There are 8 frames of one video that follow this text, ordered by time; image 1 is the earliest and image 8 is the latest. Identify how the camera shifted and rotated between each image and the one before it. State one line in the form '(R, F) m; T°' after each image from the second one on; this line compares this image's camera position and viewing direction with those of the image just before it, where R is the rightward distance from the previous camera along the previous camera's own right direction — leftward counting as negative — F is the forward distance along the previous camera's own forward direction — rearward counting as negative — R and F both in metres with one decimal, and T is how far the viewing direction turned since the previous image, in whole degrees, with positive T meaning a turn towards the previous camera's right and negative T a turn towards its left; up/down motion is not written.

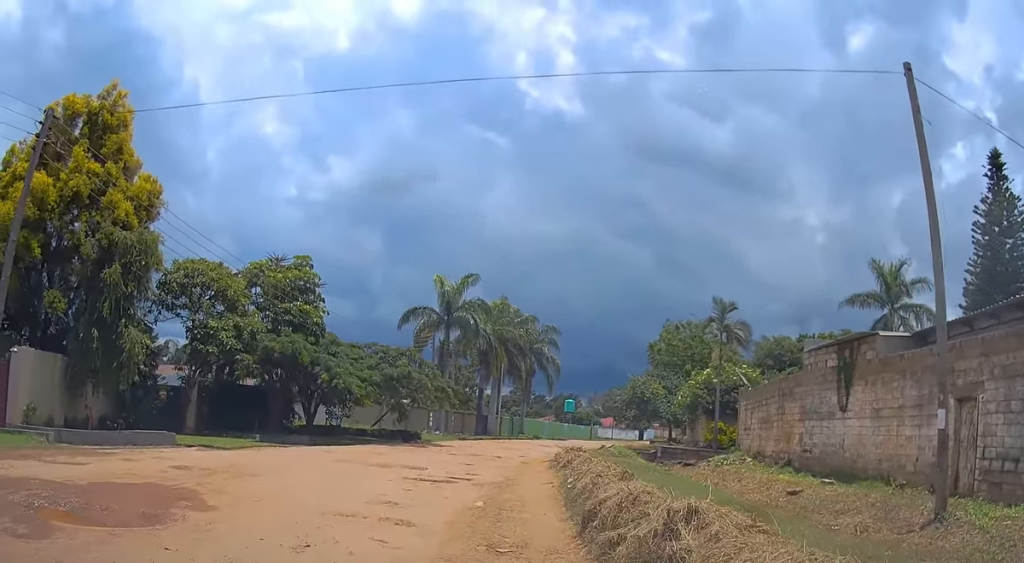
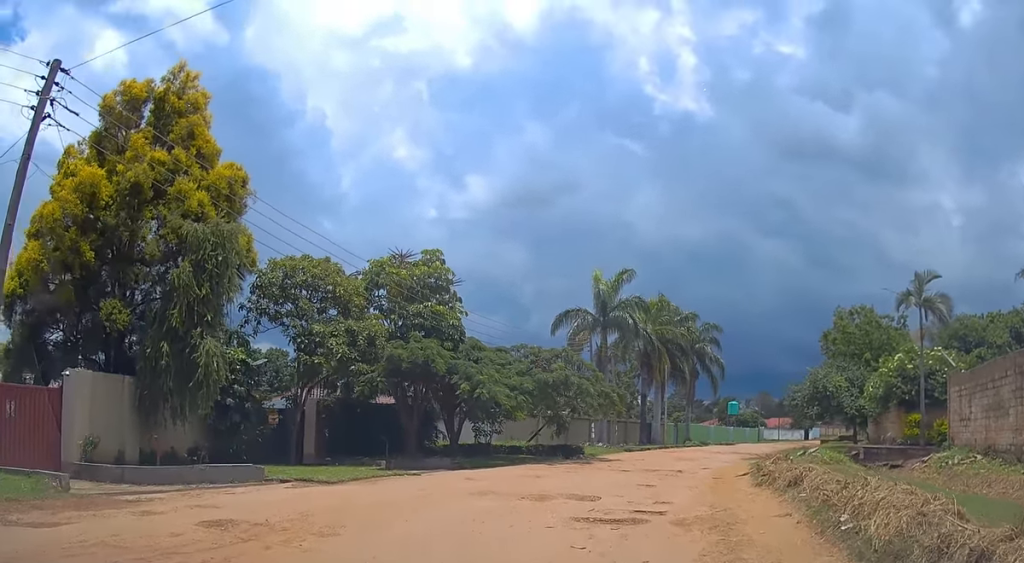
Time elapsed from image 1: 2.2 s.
(-0.3, +5.2) m; -13°
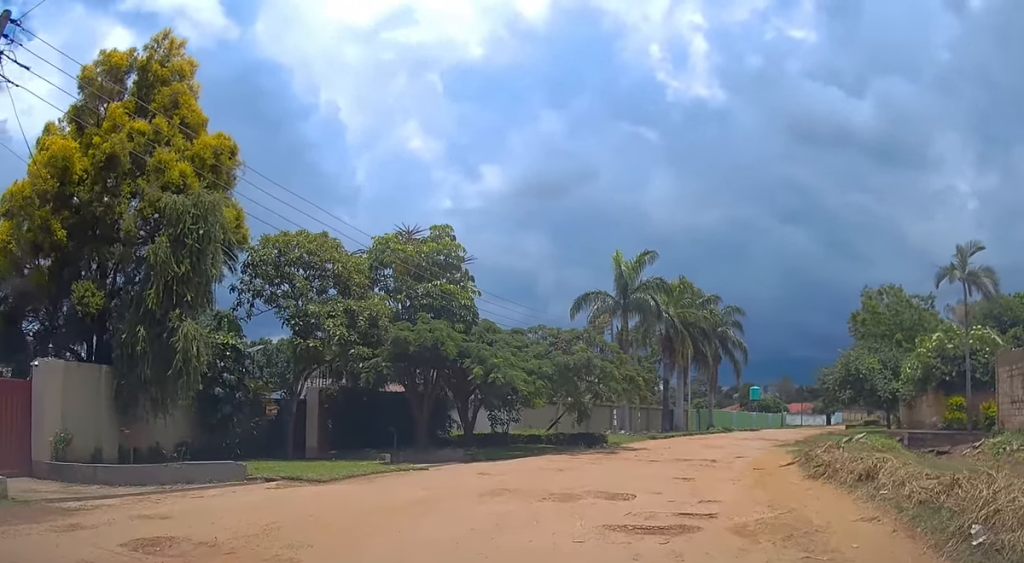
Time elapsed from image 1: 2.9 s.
(-0.1, +2.0) m; -4°
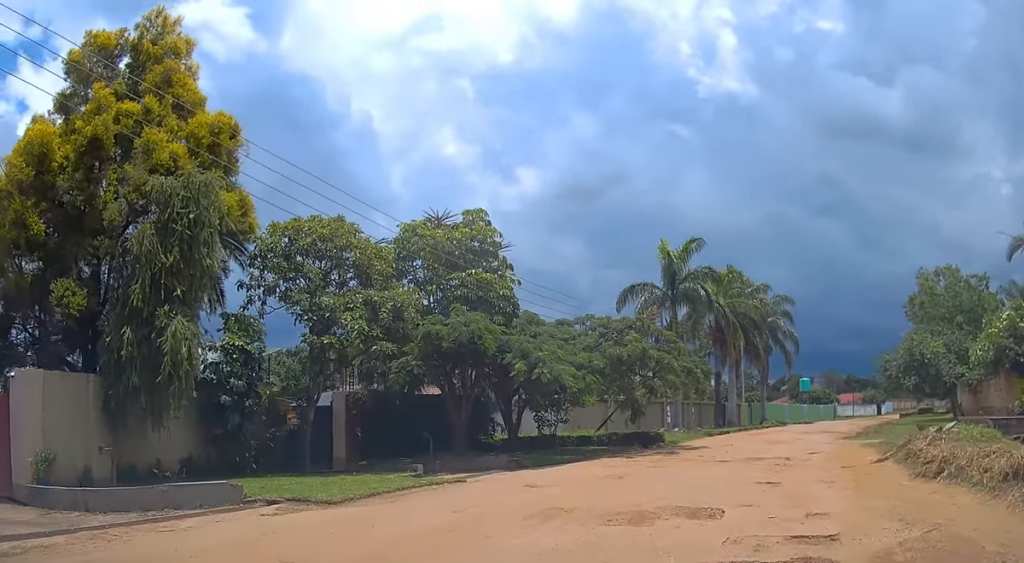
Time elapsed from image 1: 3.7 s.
(-0.1, +2.4) m; -1°
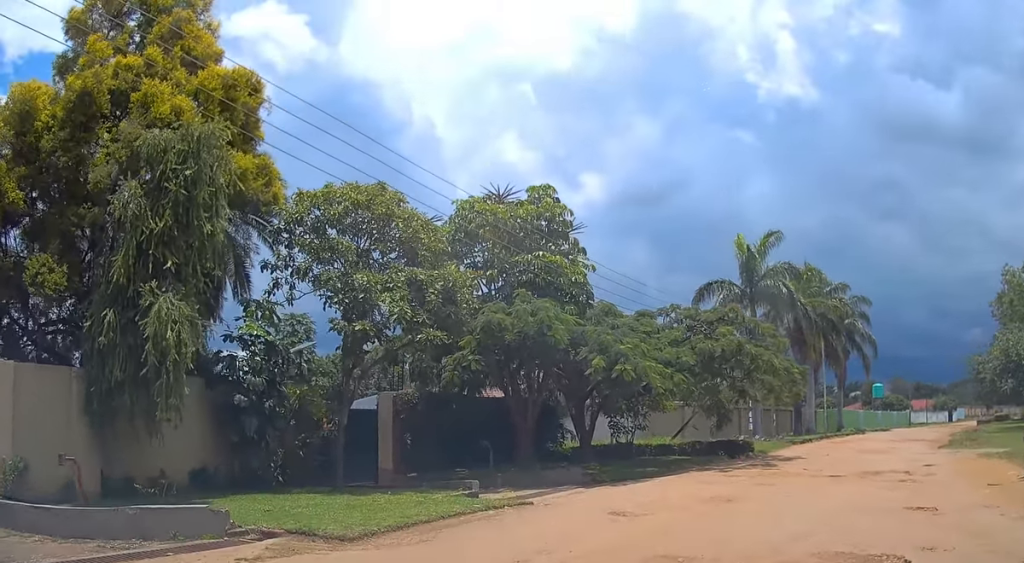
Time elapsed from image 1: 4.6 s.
(0.0, +3.0) m; 0°
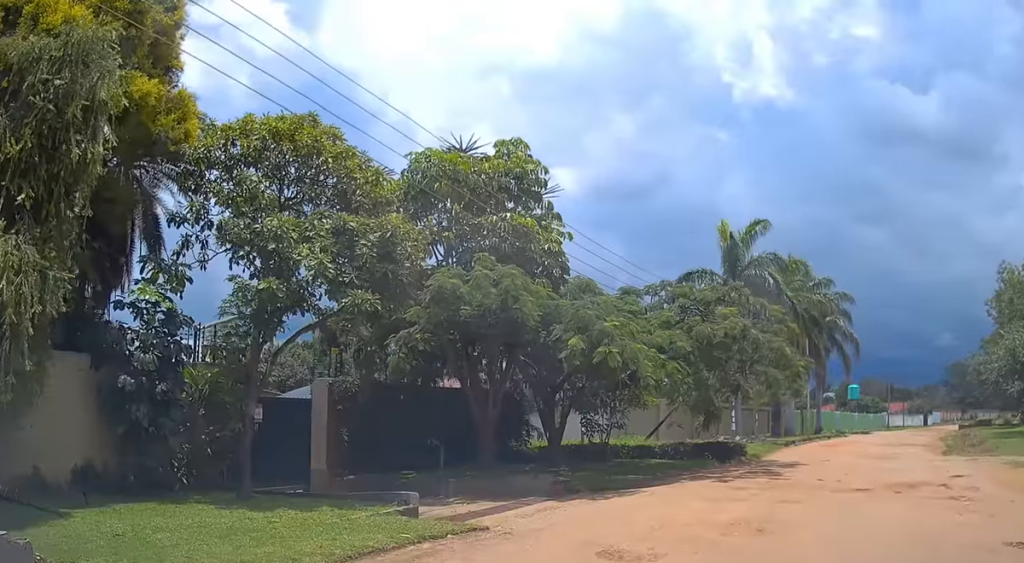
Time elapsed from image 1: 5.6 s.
(0.0, +3.5) m; +3°
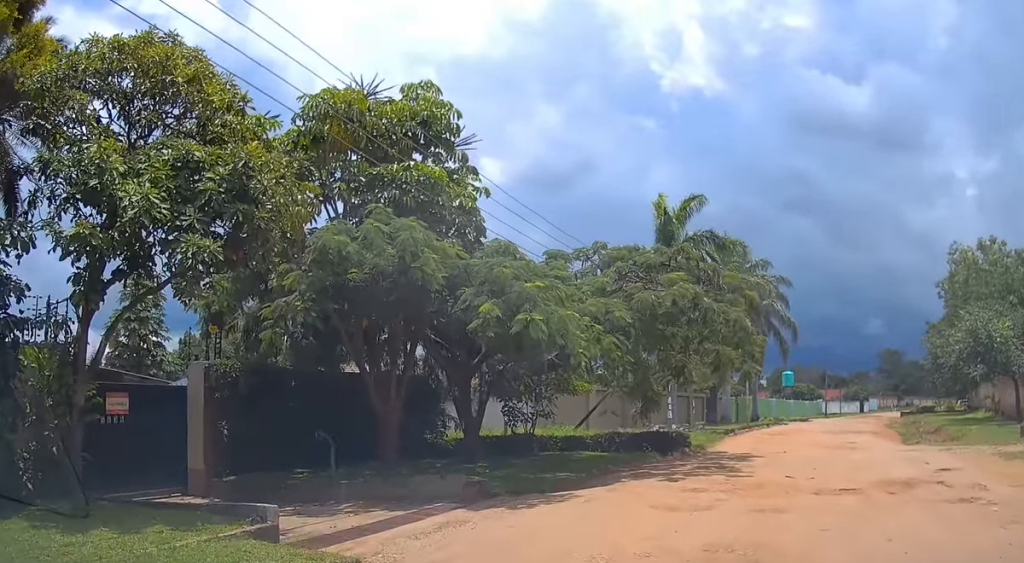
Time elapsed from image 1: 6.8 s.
(+0.1, +3.3) m; +3°
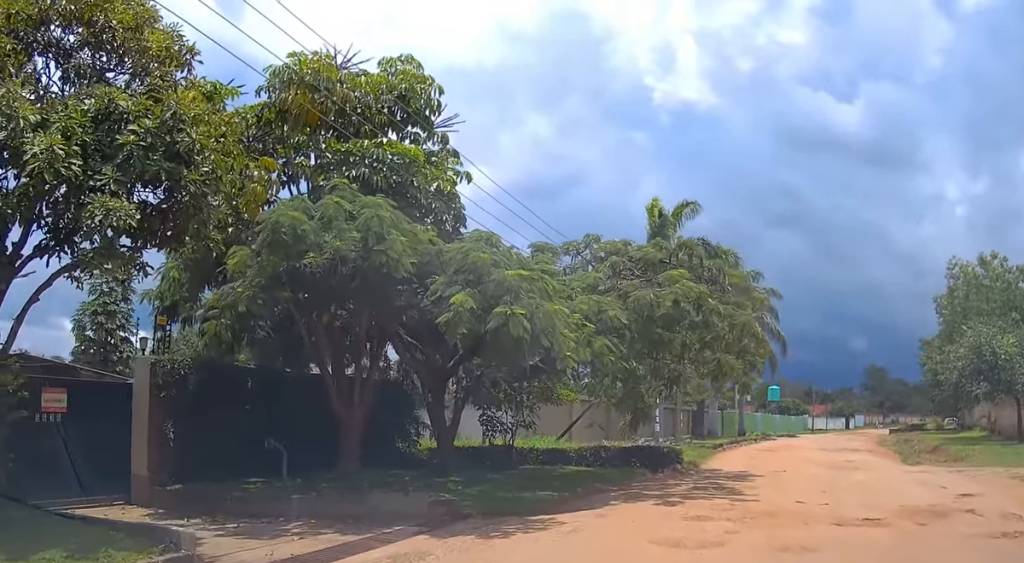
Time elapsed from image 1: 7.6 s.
(-0.1, +1.8) m; +5°
